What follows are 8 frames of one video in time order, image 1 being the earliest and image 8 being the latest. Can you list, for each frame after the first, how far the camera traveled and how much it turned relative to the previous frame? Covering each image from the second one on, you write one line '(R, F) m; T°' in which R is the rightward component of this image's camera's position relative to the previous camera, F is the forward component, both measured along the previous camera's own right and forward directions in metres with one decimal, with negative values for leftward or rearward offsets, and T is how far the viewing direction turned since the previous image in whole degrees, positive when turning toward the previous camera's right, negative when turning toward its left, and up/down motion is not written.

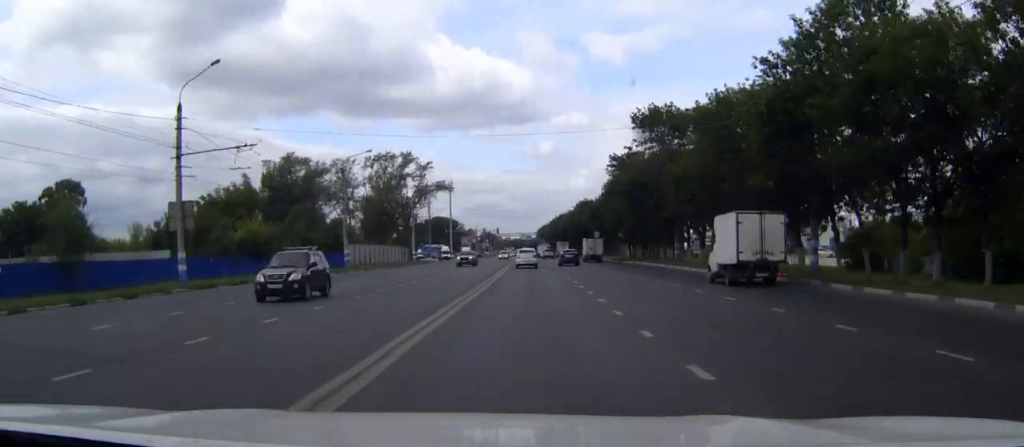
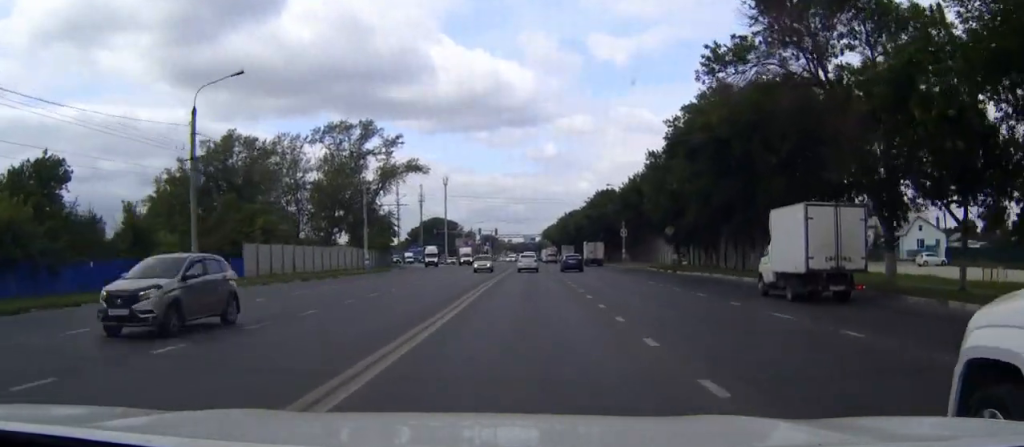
(0.0, +32.9) m; 0°
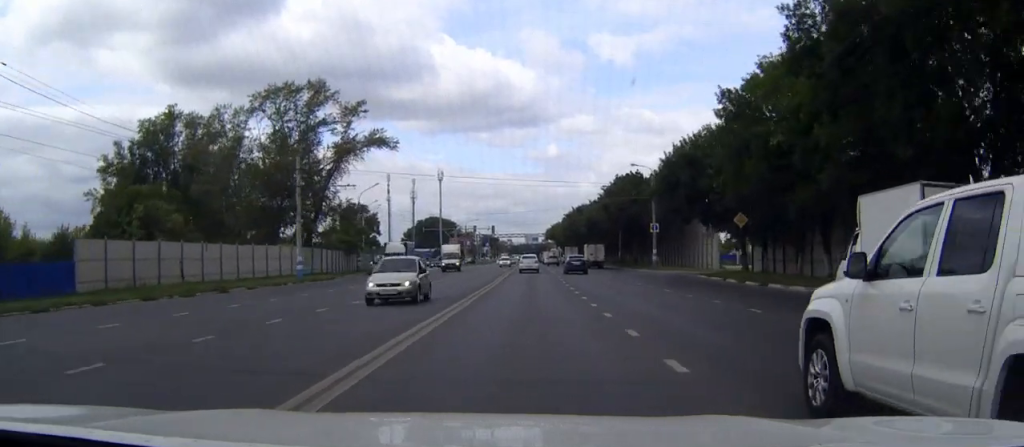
(-0.1, +22.4) m; 0°
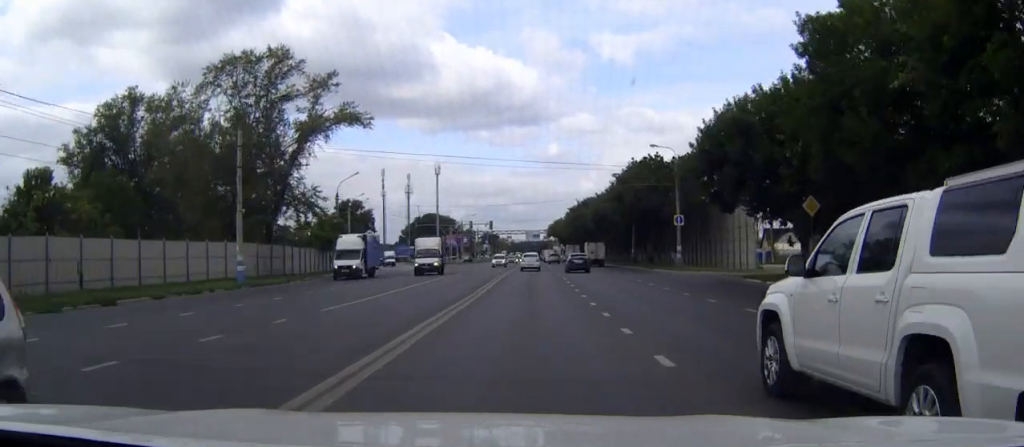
(0.0, +11.5) m; 0°
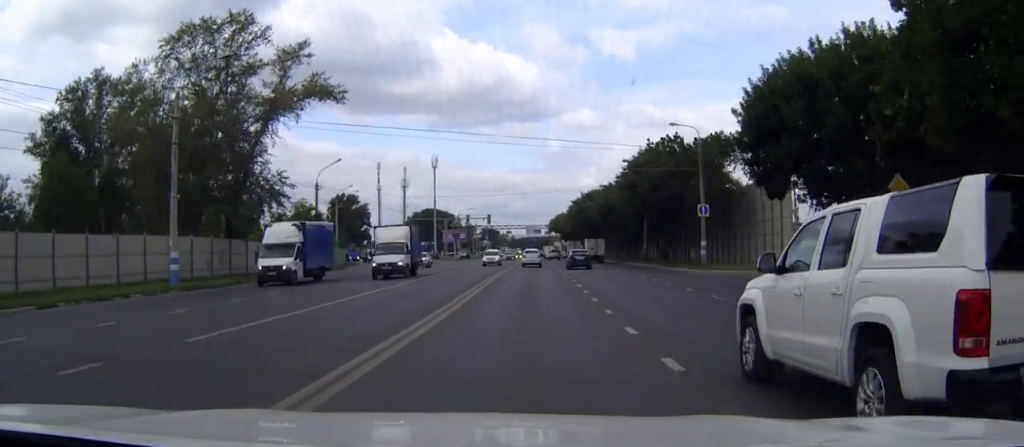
(0.0, +8.5) m; 0°
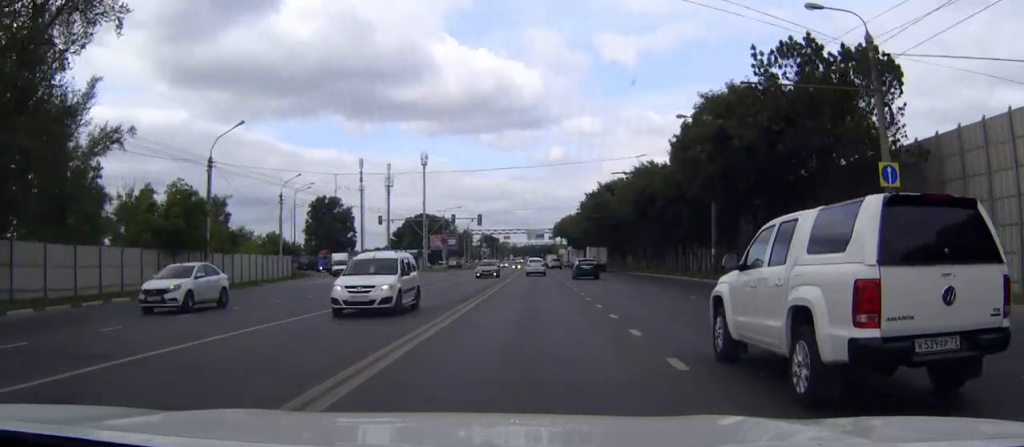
(0.0, +27.5) m; 0°
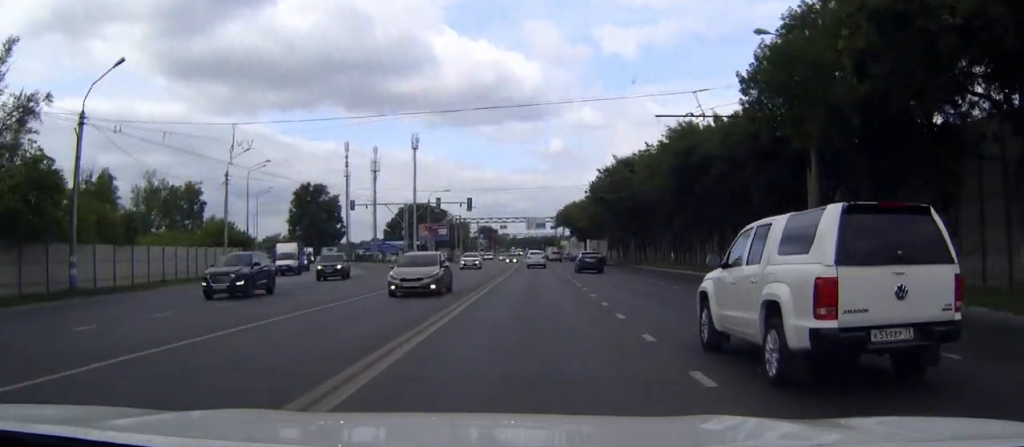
(0.0, +17.2) m; 0°
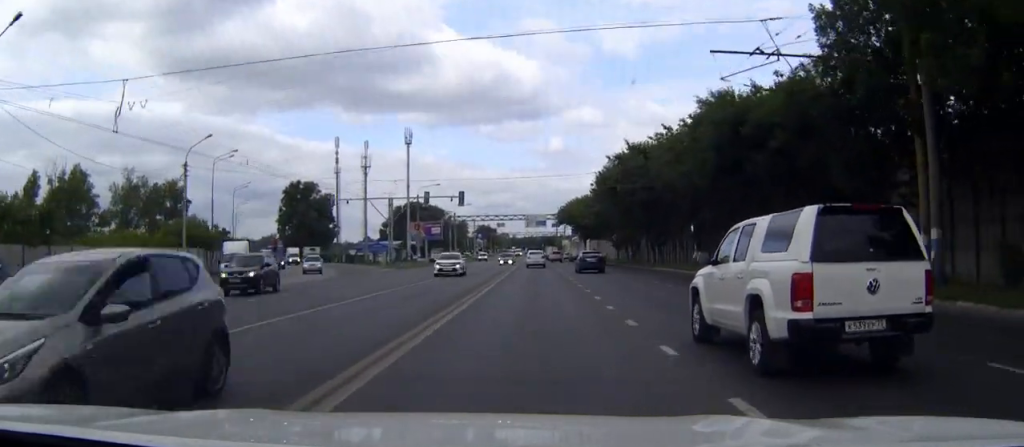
(-0.1, +9.8) m; 0°
